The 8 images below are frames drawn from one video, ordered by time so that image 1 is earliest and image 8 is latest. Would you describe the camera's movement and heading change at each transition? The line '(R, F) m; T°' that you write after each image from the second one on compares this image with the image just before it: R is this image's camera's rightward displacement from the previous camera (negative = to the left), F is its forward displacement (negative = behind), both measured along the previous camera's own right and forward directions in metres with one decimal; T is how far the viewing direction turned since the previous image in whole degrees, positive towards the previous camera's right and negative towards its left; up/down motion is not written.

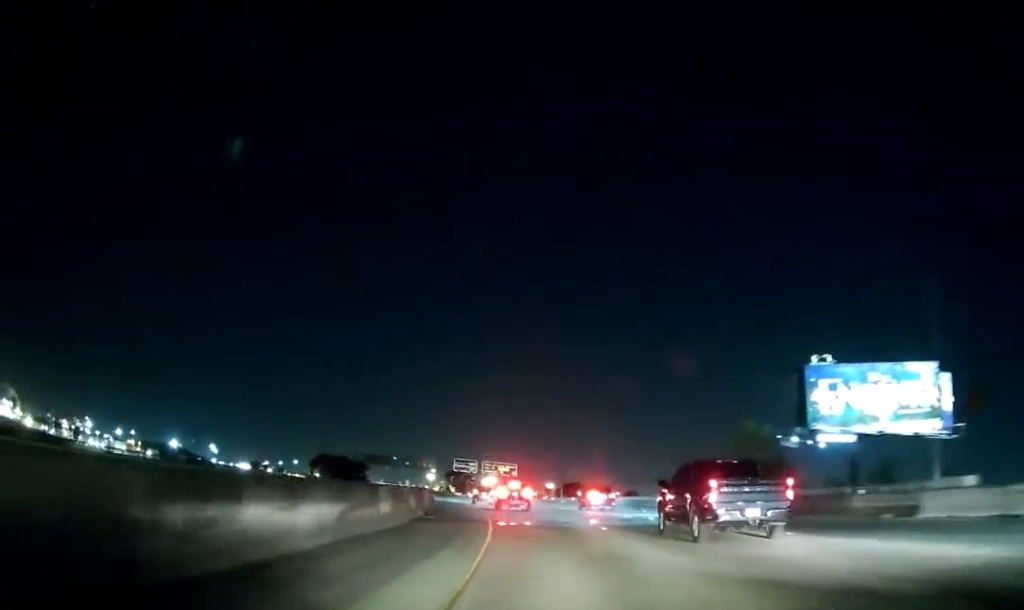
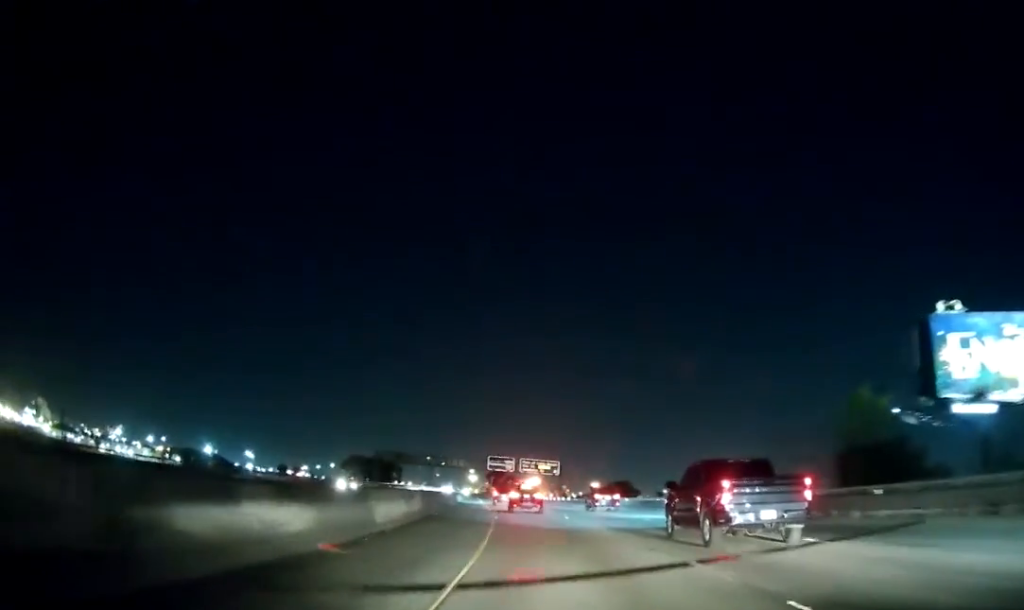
(-0.7, +15.8) m; -3°
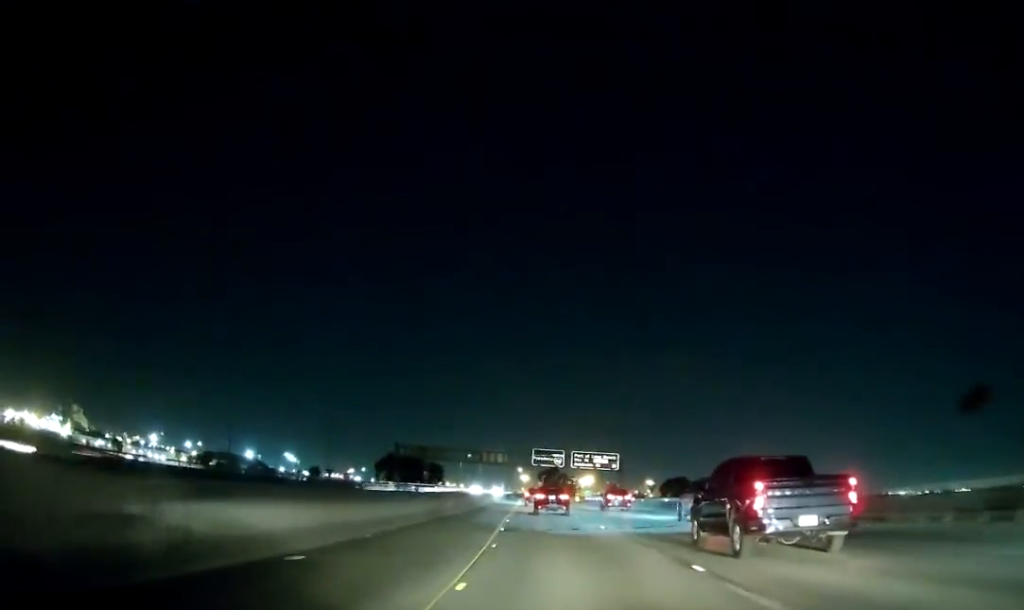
(-0.8, +25.5) m; -4°
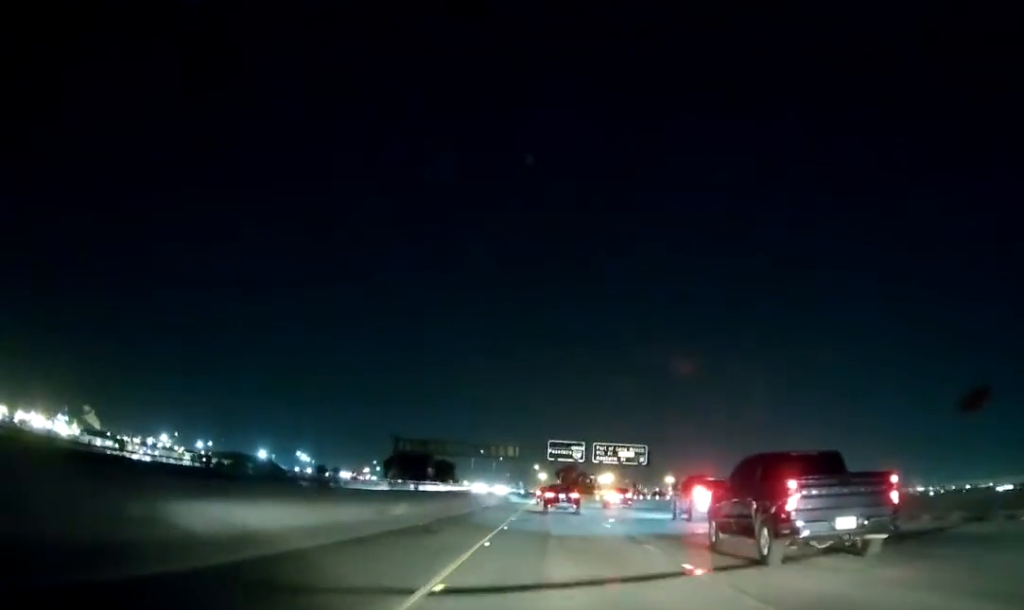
(-0.3, +14.6) m; -1°
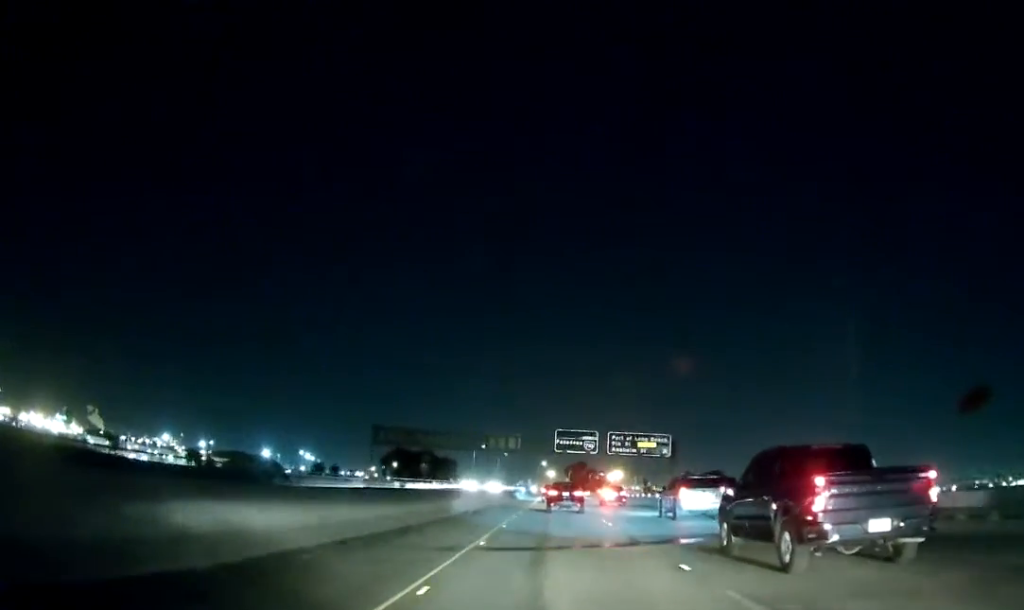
(0.0, +15.4) m; -1°
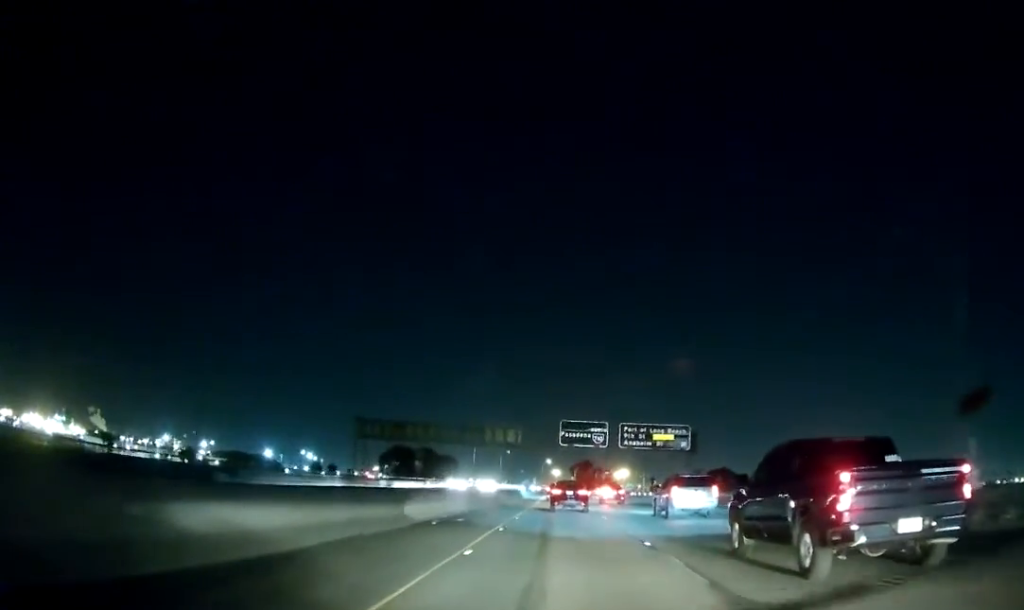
(0.0, +10.4) m; 0°
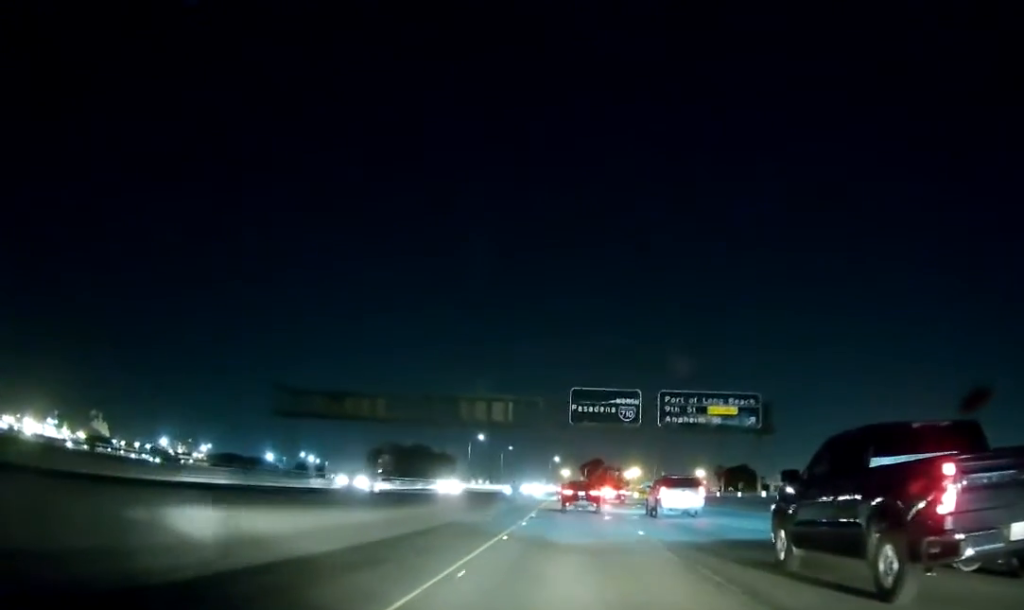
(-0.3, +24.8) m; -1°
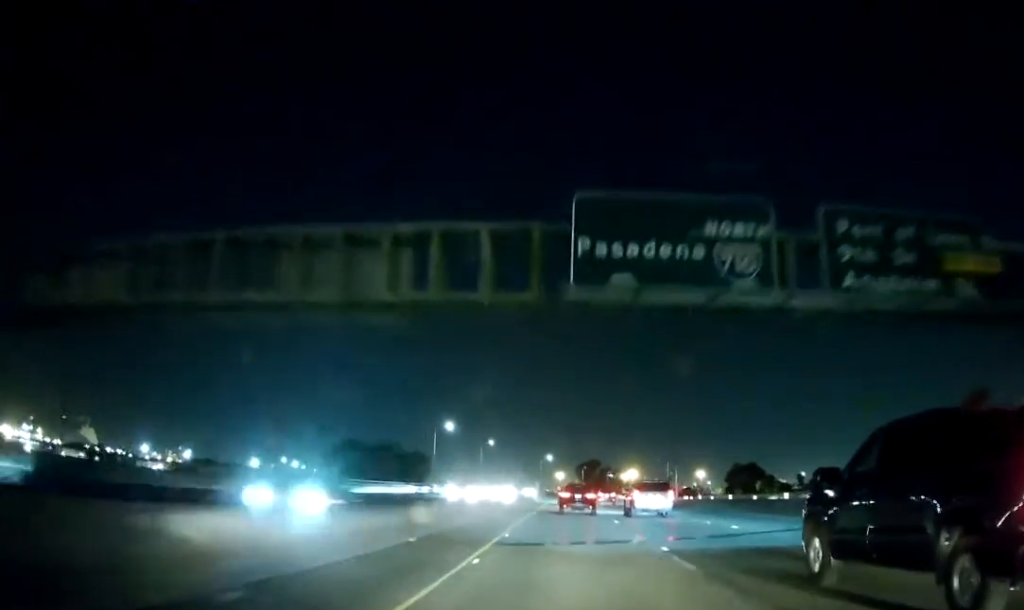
(-0.5, +35.2) m; -1°
